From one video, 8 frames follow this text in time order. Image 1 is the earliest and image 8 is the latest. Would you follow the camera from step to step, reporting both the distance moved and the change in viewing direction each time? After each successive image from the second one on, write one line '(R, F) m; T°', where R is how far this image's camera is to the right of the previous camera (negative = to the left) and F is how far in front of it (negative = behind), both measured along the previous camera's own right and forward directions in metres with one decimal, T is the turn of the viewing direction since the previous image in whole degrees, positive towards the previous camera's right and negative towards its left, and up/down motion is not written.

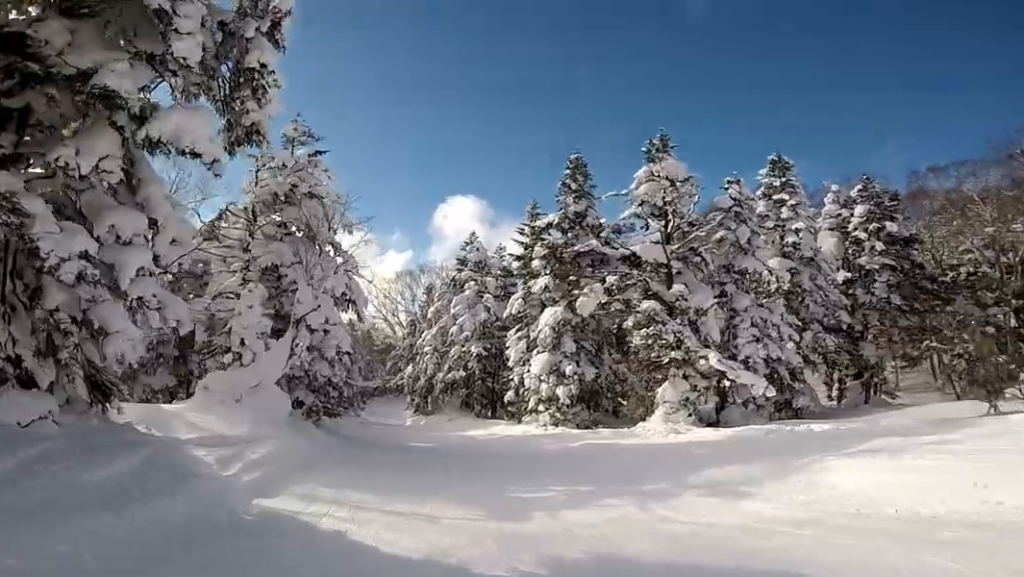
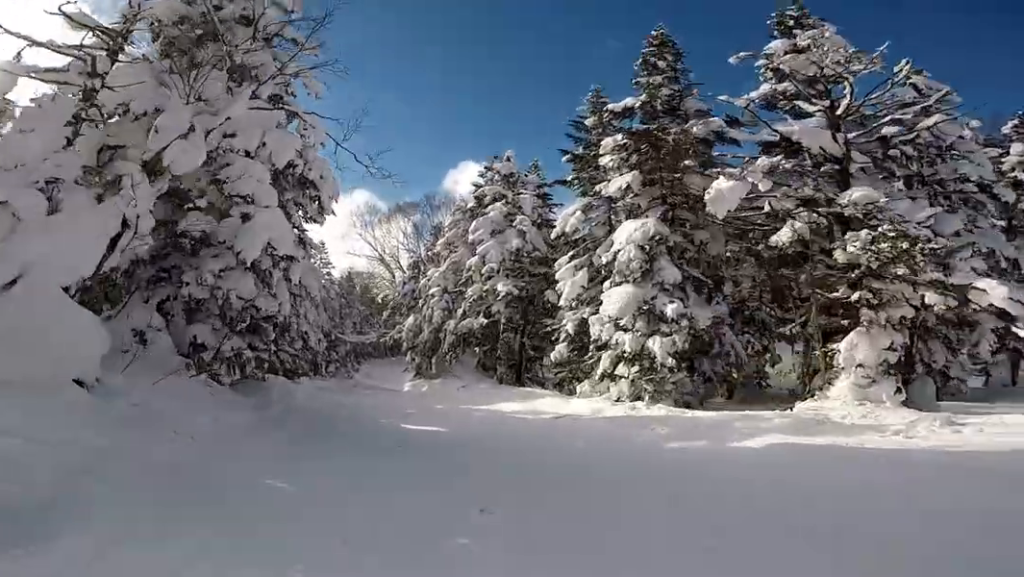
(-1.2, +8.5) m; -7°
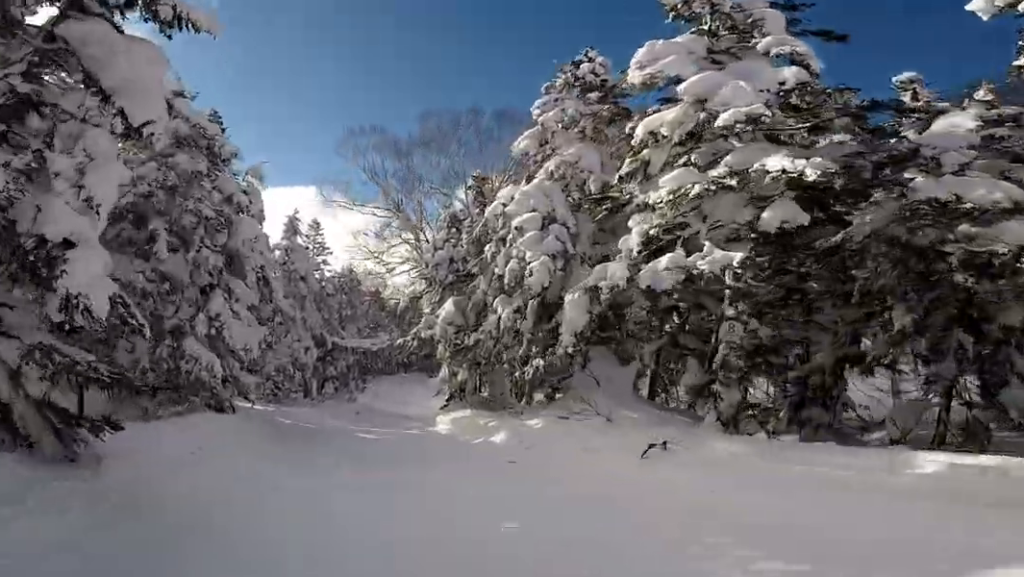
(-0.5, +14.7) m; -1°
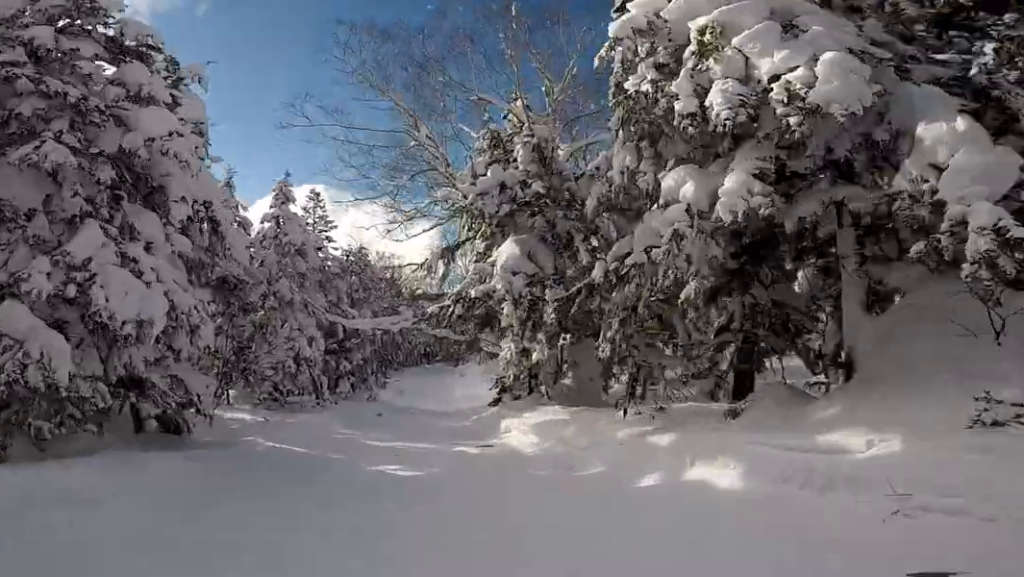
(0.0, +7.2) m; +1°
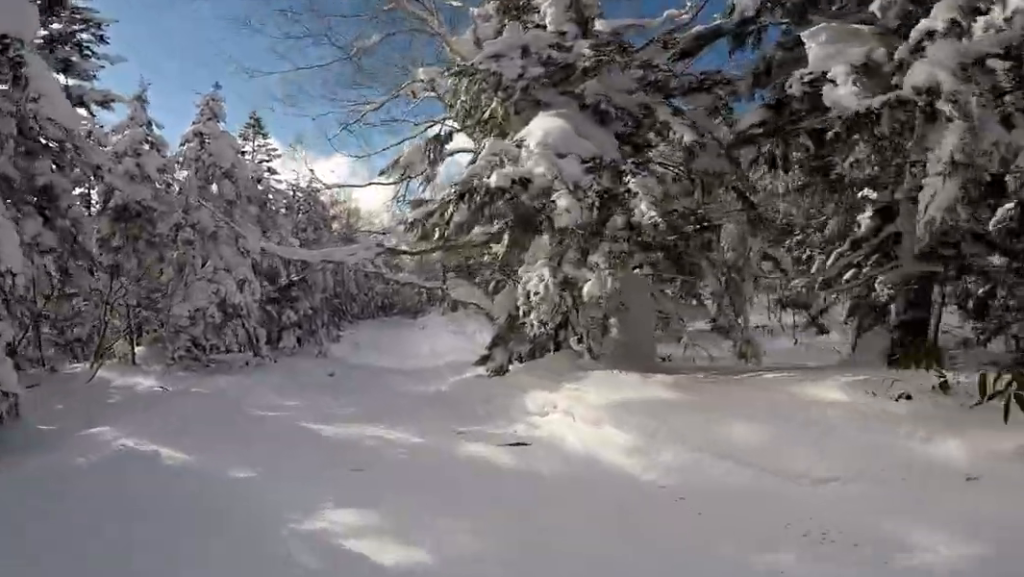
(+0.1, +5.2) m; +3°
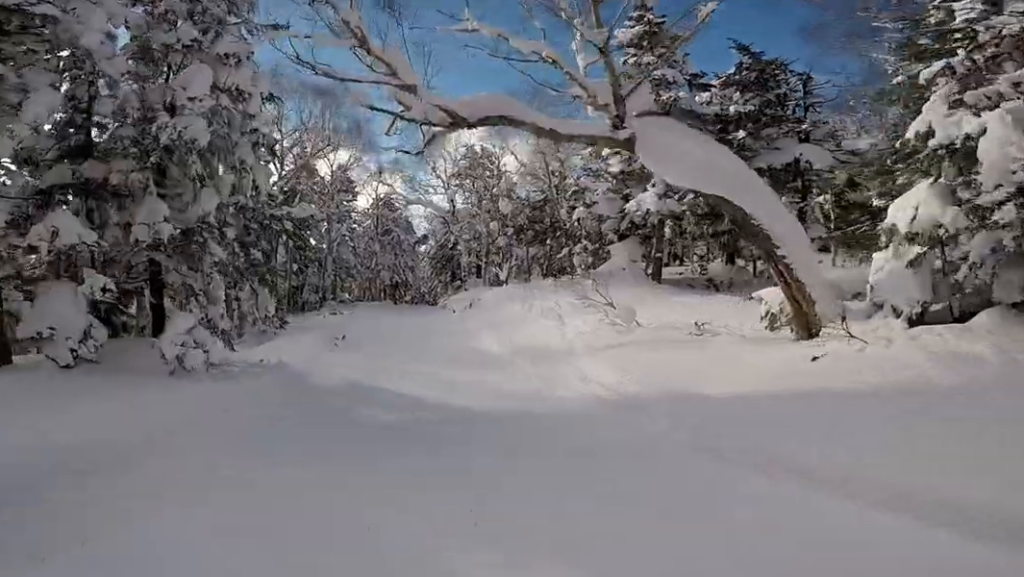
(+2.7, +20.5) m; +9°
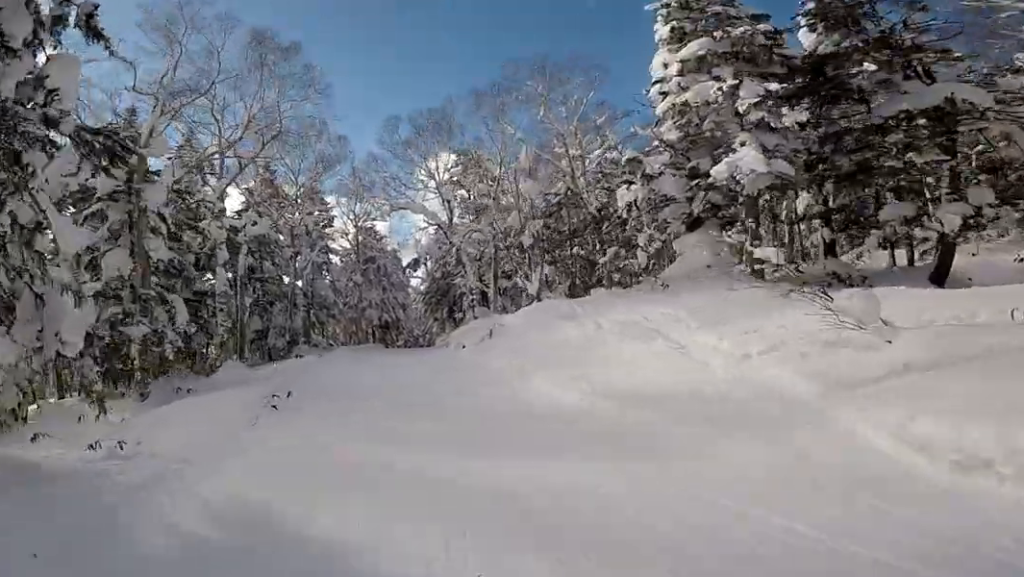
(+0.4, +7.0) m; -11°
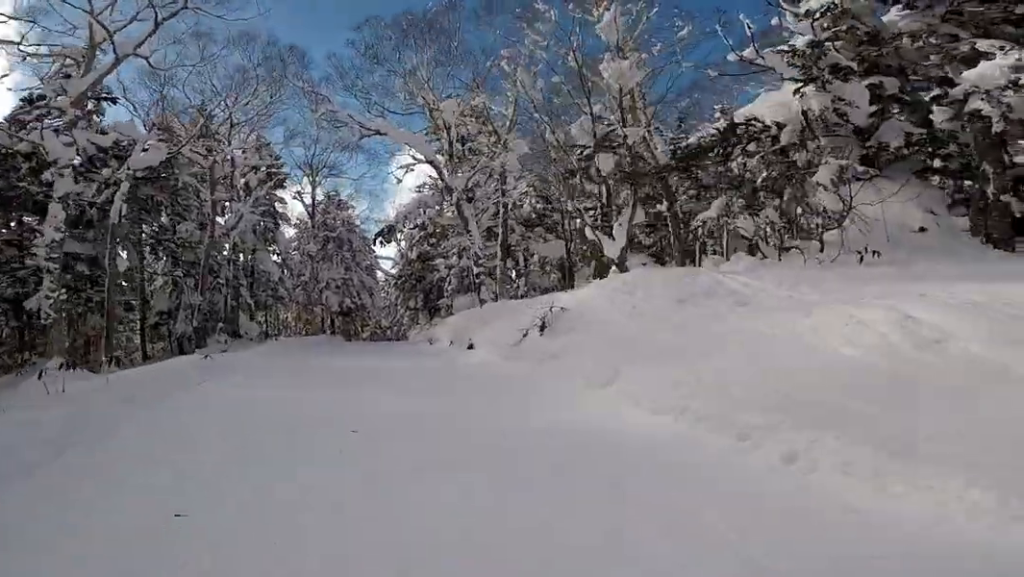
(-1.9, +7.4) m; -4°
